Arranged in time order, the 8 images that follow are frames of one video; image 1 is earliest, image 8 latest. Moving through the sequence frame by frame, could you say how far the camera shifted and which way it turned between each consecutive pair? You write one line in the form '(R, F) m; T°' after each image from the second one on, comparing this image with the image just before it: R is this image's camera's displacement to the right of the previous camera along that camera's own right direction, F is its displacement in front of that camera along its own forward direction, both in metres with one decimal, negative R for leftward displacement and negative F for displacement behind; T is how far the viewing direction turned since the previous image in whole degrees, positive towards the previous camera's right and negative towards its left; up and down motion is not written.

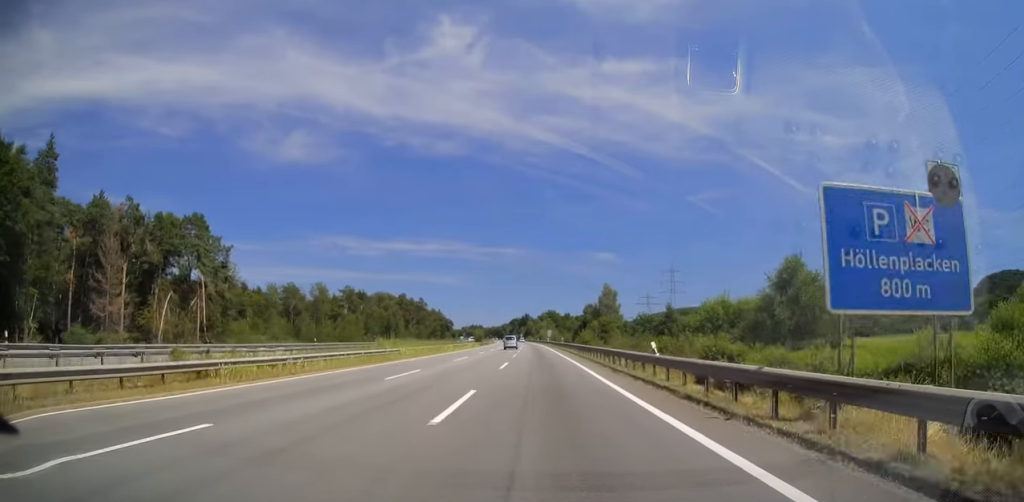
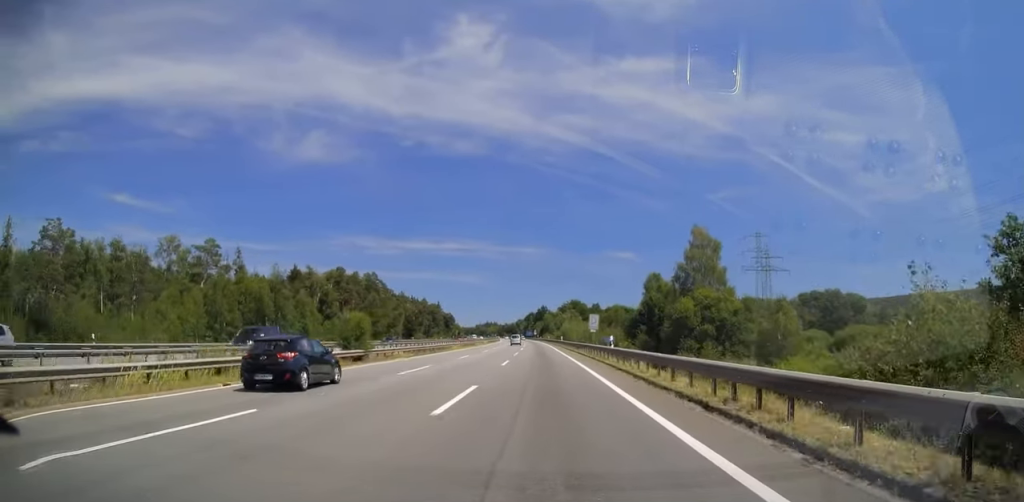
(-2.1, +89.2) m; -2°
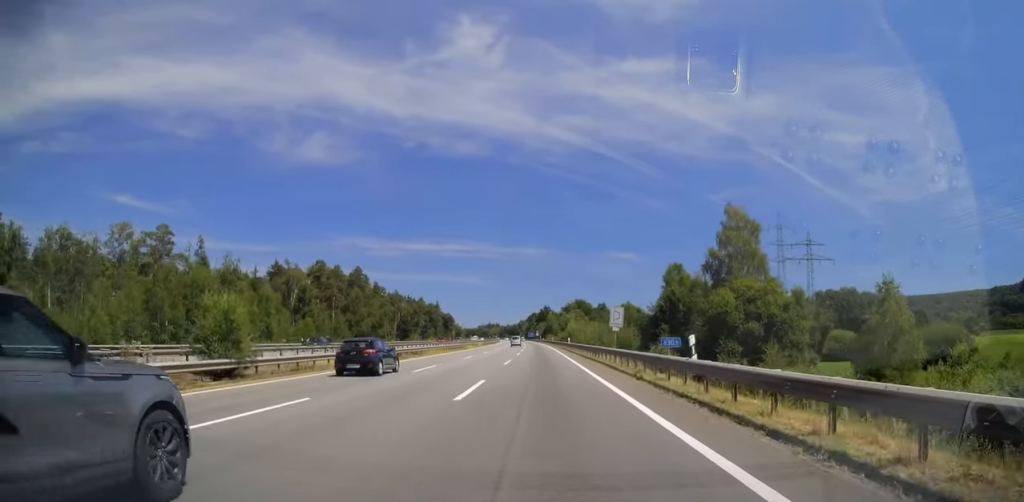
(0.0, +15.3) m; 0°
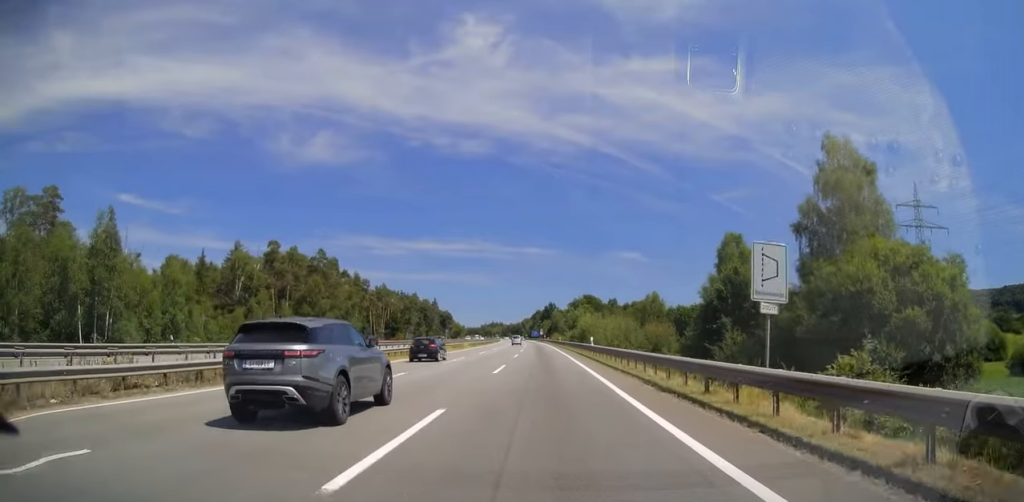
(+0.2, +26.1) m; 0°
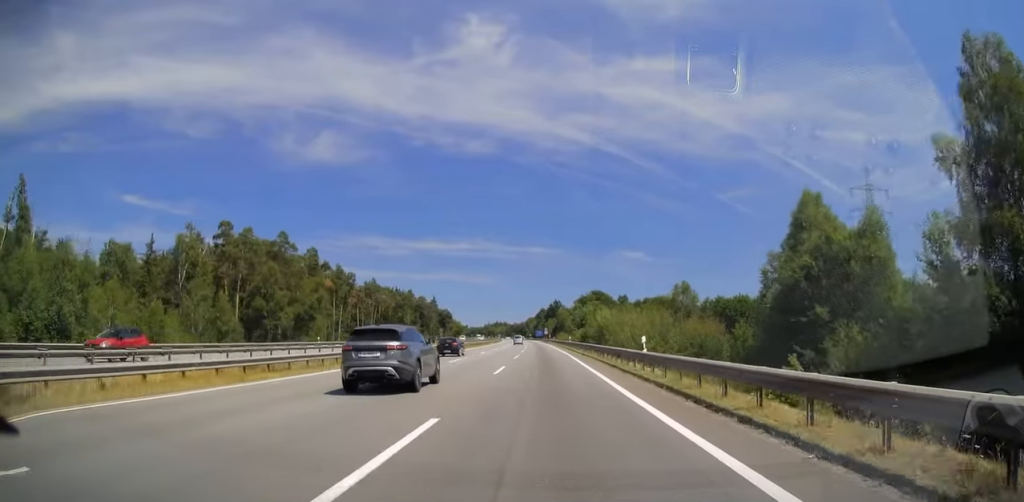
(+0.1, +19.2) m; -1°
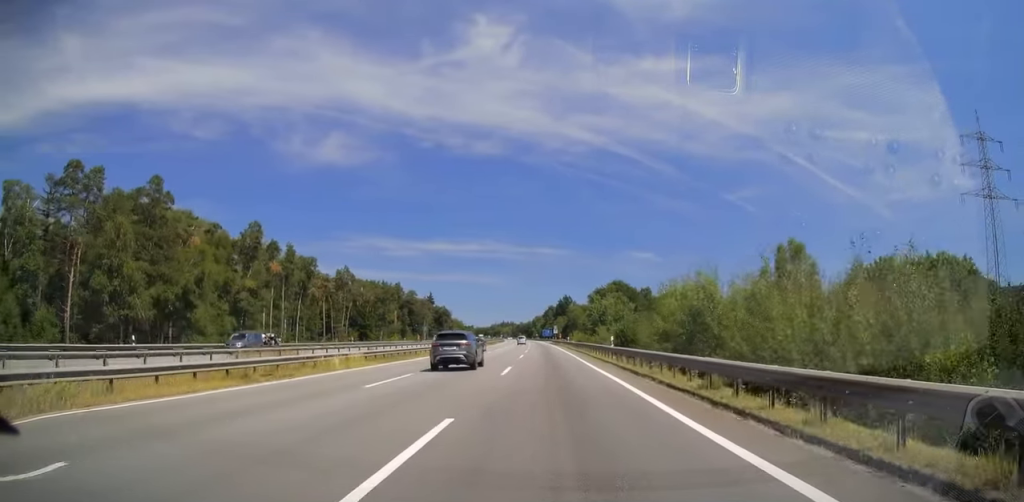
(-0.6, +36.0) m; -1°
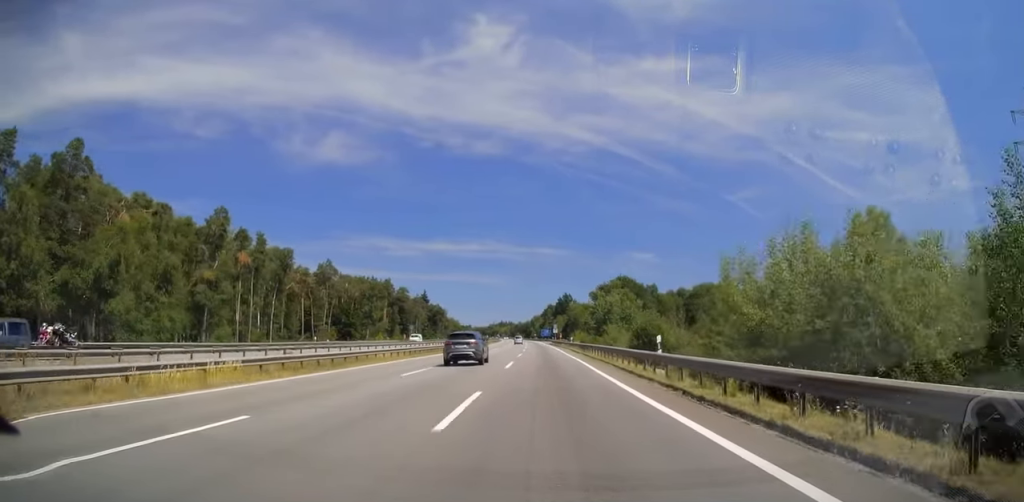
(+0.2, +13.3) m; 0°
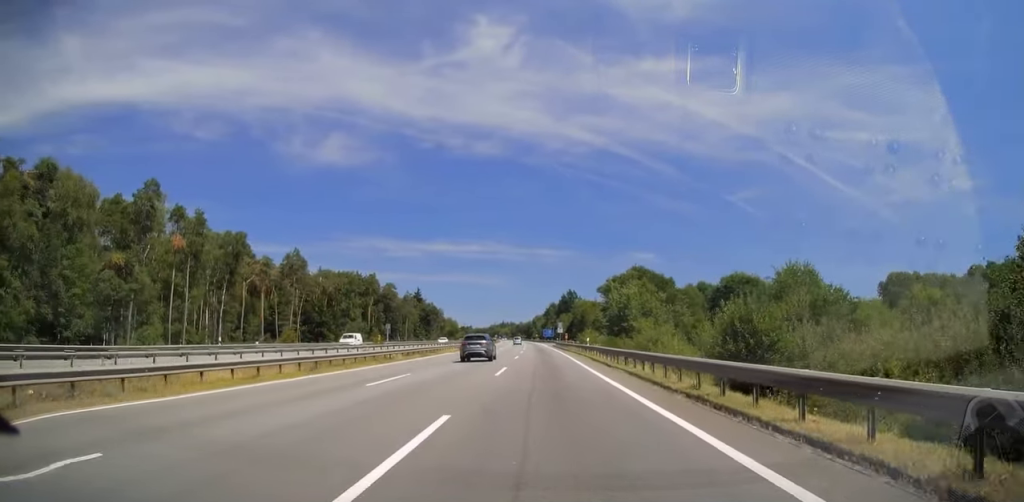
(-0.2, +22.2) m; 0°
